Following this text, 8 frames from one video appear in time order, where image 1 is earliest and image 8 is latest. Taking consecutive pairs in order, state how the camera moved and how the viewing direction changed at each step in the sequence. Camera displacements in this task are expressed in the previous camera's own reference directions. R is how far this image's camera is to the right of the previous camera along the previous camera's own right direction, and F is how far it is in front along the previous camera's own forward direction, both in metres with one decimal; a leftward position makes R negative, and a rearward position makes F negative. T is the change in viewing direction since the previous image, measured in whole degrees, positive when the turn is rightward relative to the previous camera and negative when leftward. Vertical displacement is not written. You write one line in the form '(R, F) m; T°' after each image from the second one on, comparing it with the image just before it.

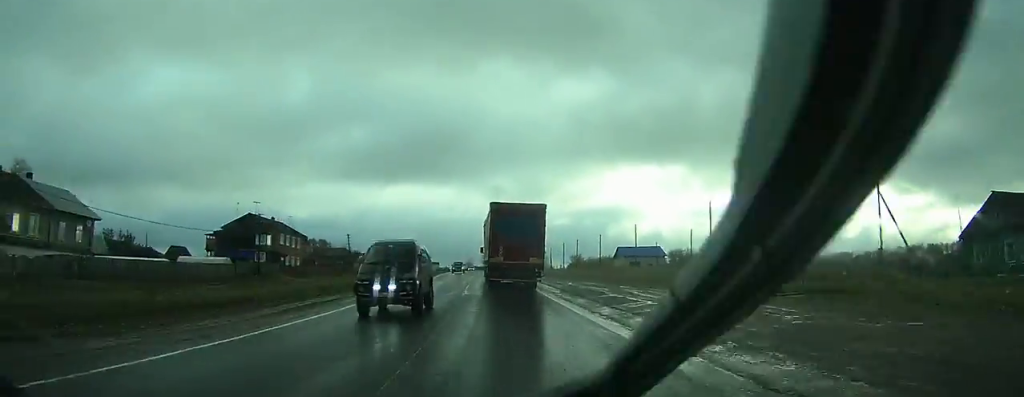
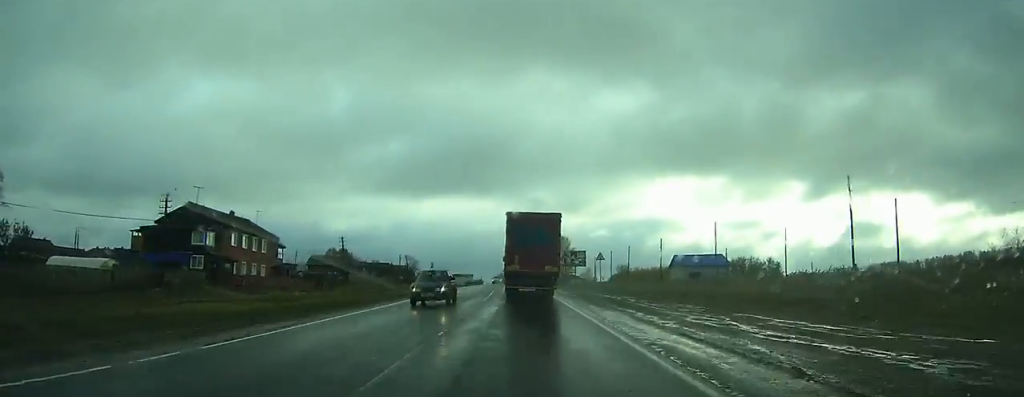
(-0.9, +26.0) m; -3°
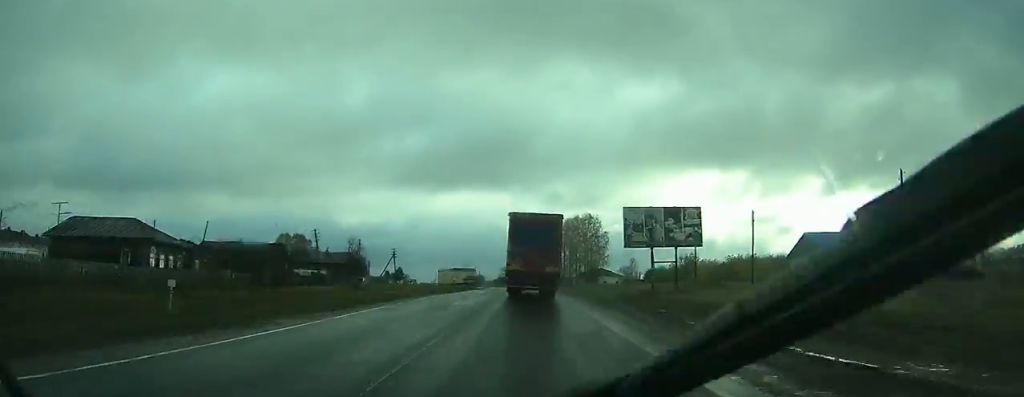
(-2.6, +69.4) m; -3°
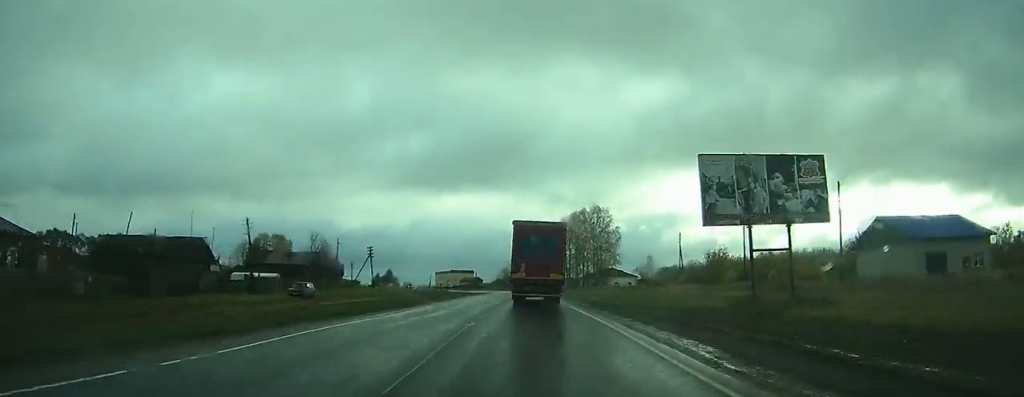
(+0.1, +19.6) m; 0°
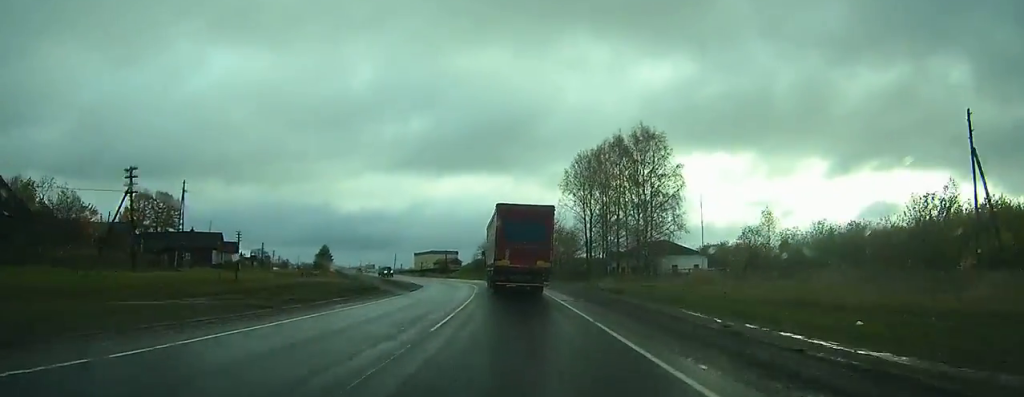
(+0.2, +64.4) m; -1°
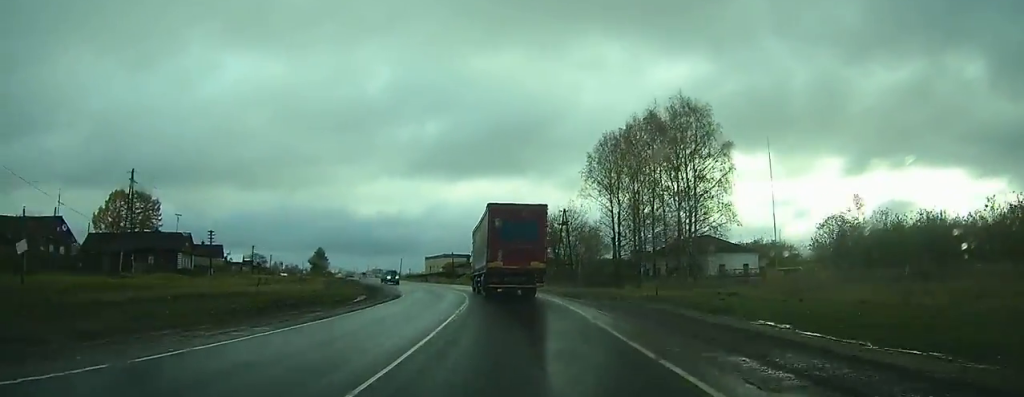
(+0.2, +14.9) m; -1°
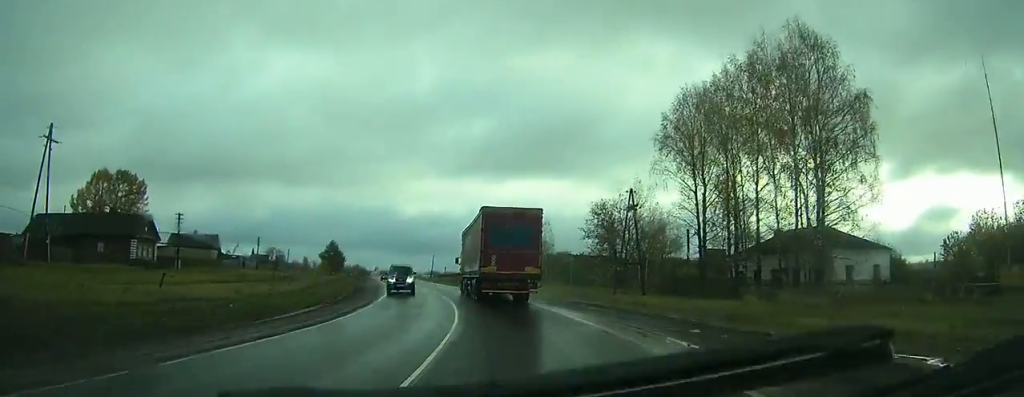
(-0.6, +21.4) m; -3°
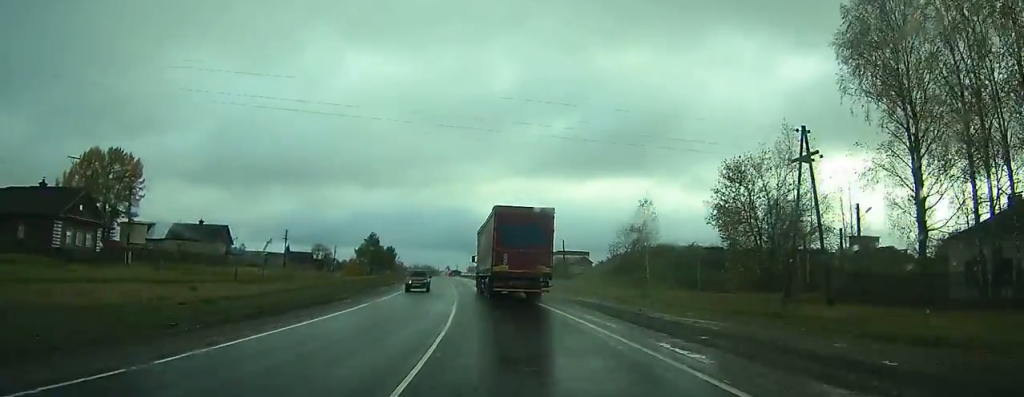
(-0.8, +25.7) m; -5°
